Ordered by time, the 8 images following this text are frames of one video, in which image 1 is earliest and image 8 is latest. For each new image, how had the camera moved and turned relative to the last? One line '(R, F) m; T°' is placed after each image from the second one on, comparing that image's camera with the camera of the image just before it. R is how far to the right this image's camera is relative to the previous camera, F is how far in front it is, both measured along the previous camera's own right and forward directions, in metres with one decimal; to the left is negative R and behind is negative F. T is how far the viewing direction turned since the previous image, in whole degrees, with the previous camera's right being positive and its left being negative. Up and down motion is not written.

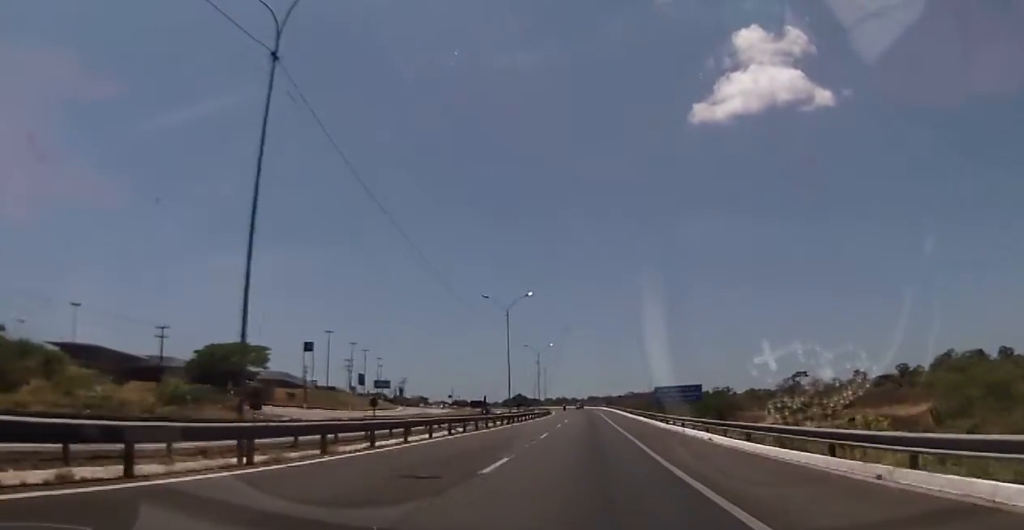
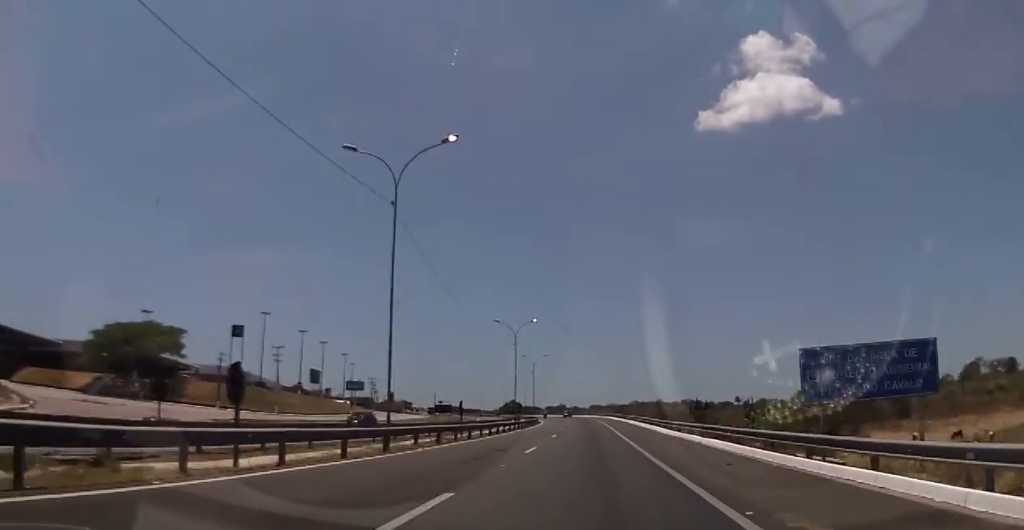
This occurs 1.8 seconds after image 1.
(-0.8, +37.9) m; -1°
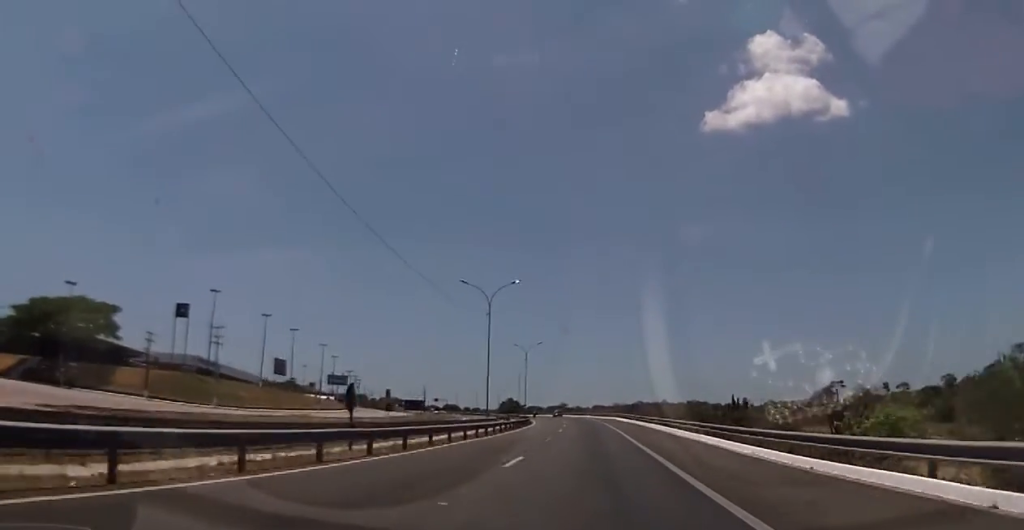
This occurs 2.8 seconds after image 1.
(+0.5, +21.8) m; 0°
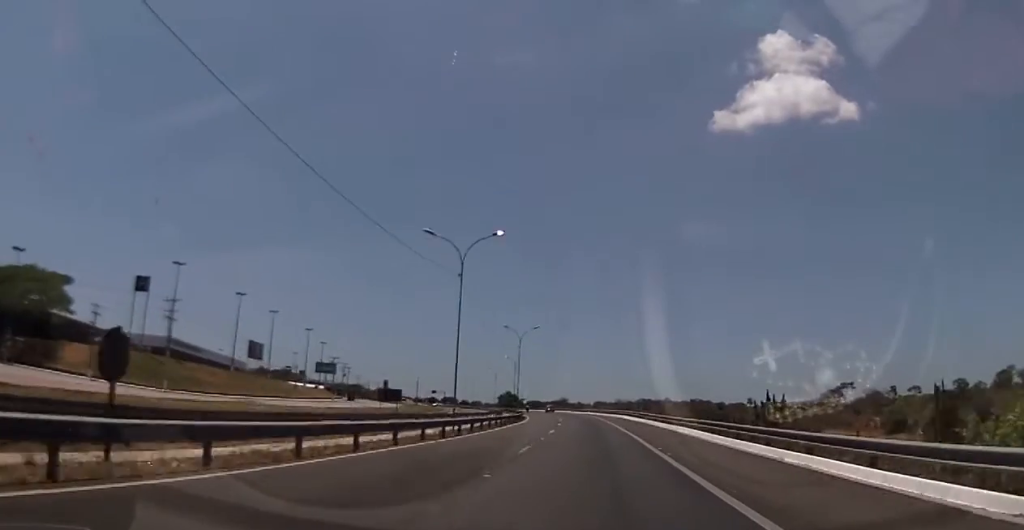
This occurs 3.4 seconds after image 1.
(-0.3, +13.4) m; 0°
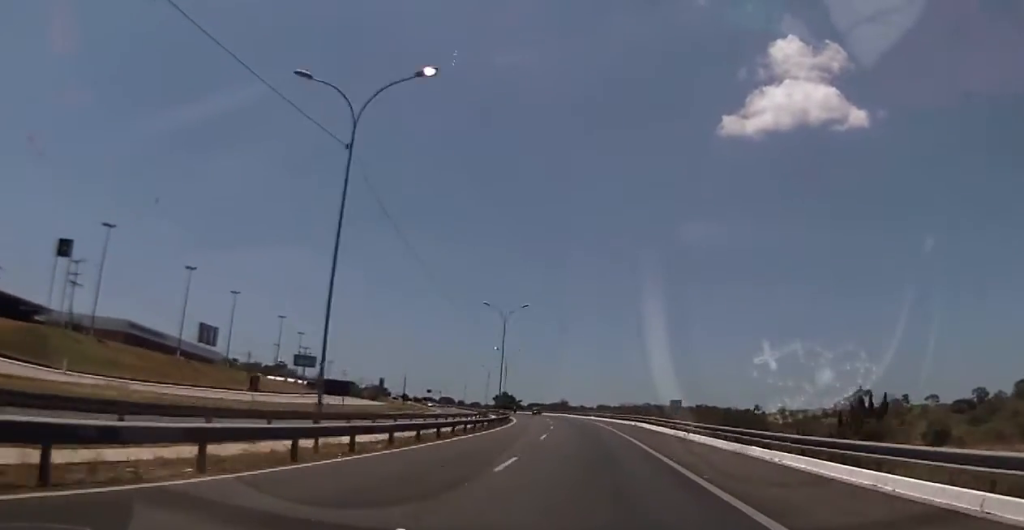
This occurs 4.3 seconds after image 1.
(+0.2, +20.1) m; 0°
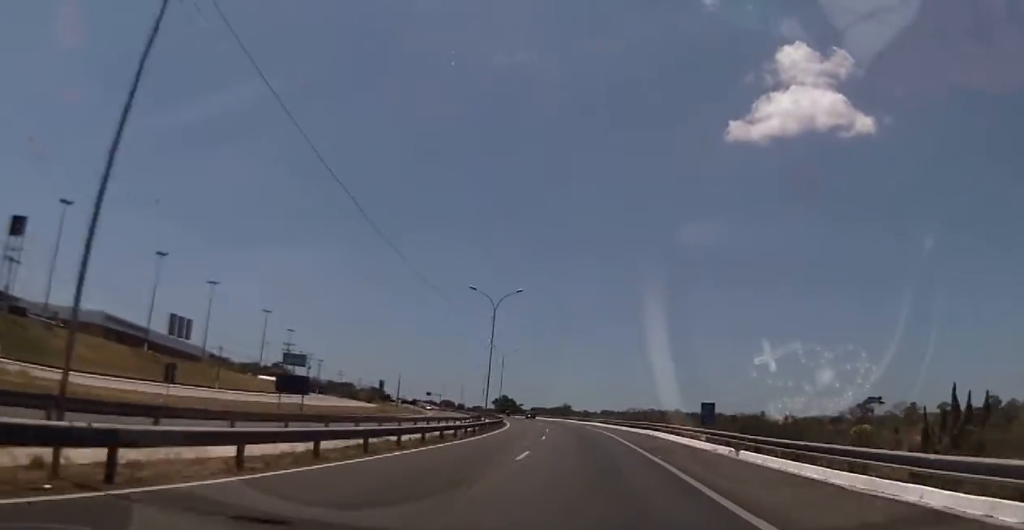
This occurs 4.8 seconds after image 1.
(+0.1, +10.5) m; 0°
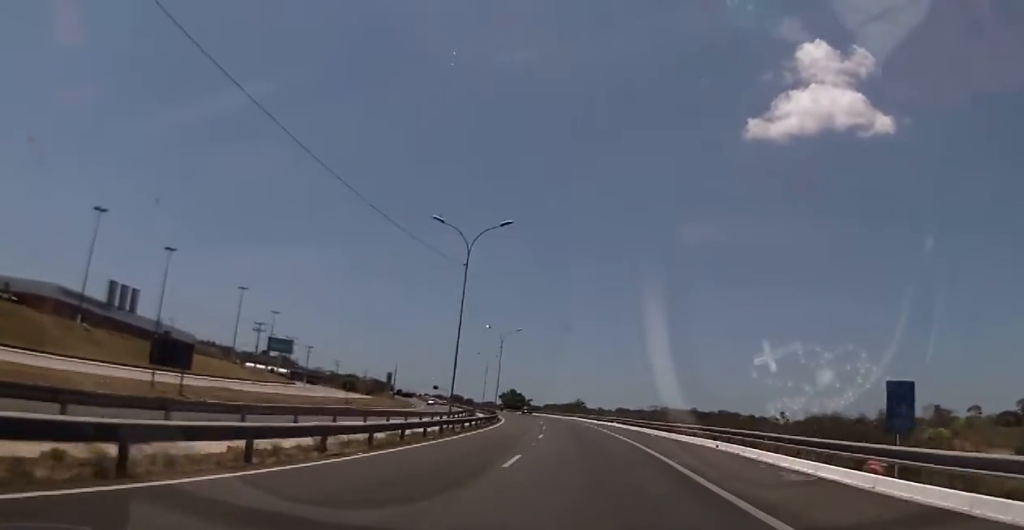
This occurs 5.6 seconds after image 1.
(-0.3, +19.7) m; -2°
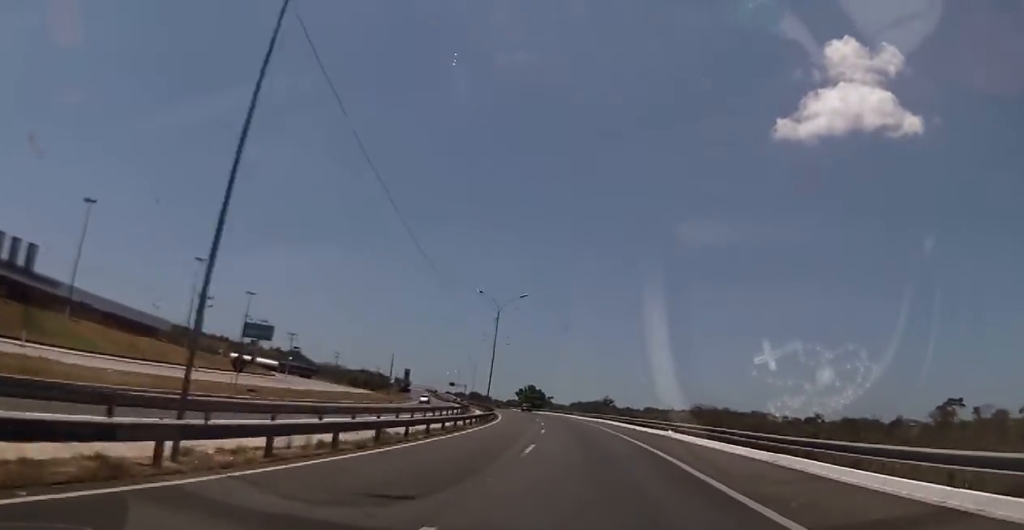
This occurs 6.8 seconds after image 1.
(-0.5, +27.6) m; 0°
